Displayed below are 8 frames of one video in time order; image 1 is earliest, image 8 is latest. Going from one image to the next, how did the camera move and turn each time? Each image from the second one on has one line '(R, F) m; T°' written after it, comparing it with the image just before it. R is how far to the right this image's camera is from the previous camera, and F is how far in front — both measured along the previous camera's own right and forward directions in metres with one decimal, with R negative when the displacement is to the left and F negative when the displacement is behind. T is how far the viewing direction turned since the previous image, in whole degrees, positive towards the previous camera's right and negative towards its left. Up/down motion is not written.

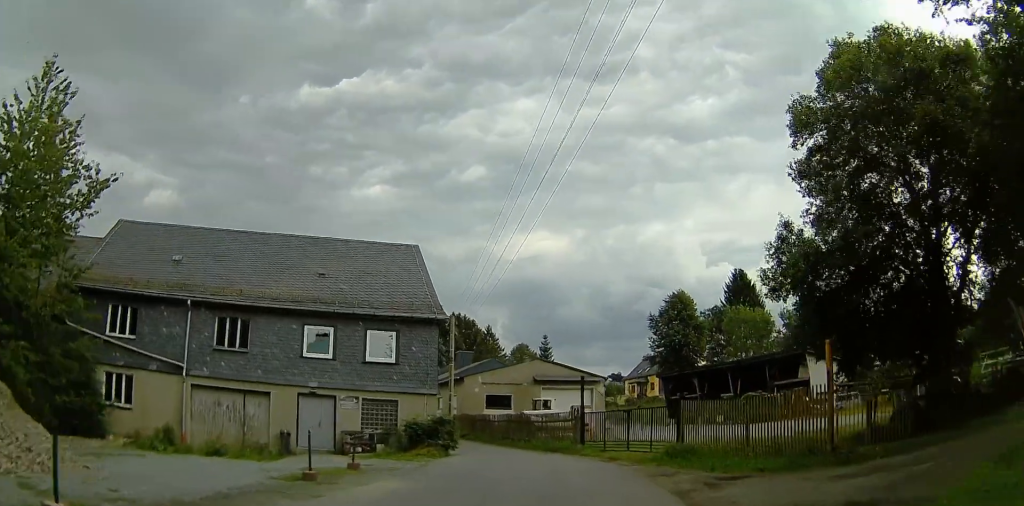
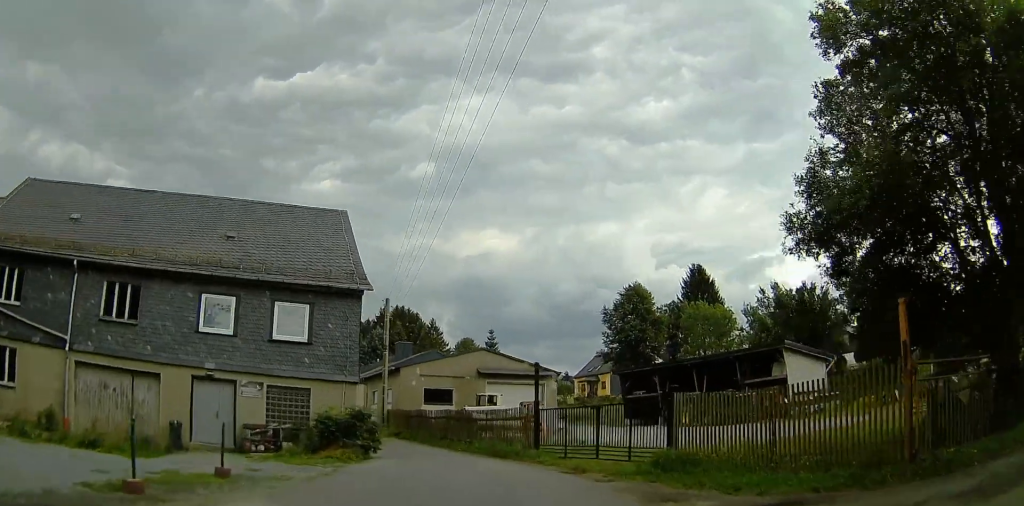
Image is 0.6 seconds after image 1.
(+0.9, +4.3) m; +9°
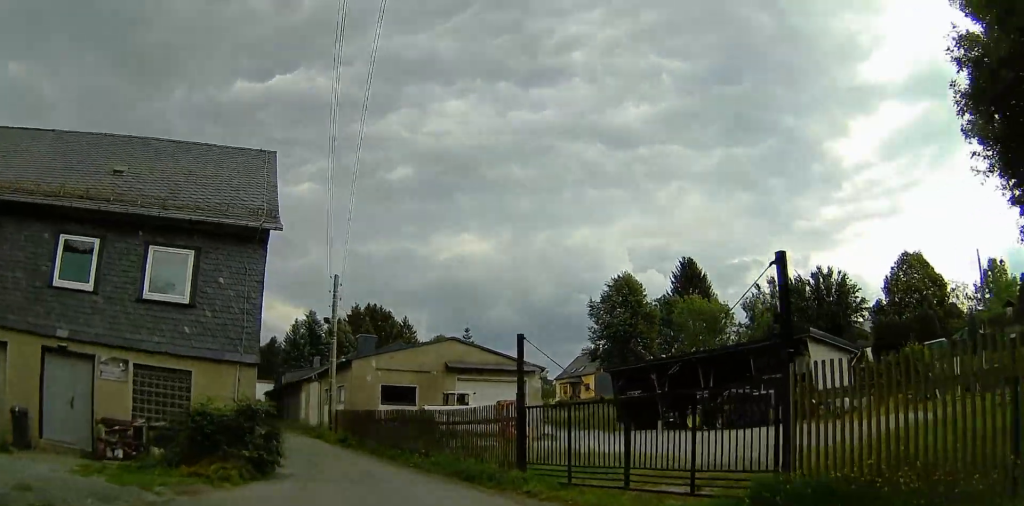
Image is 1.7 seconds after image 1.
(+0.5, +7.0) m; -6°
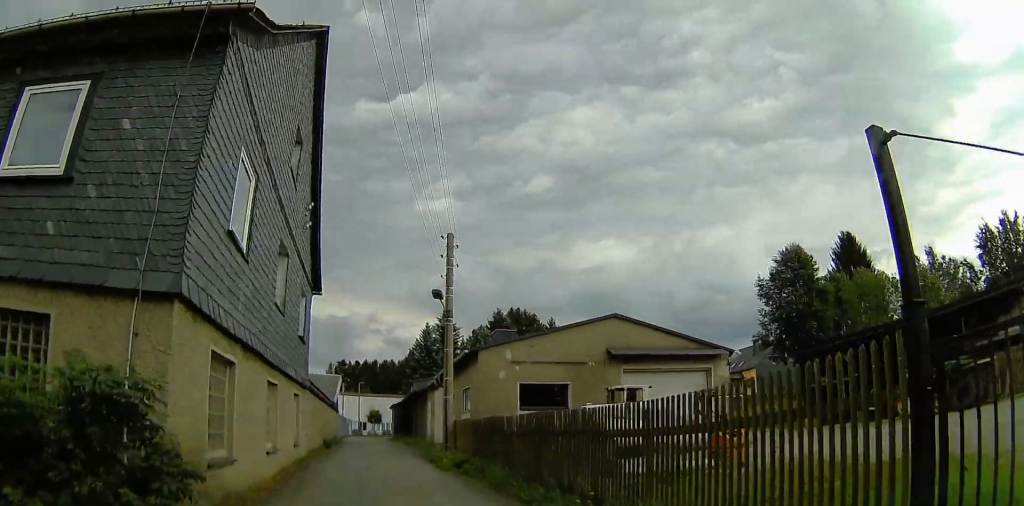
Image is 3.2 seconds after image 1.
(-2.3, +9.7) m; -22°
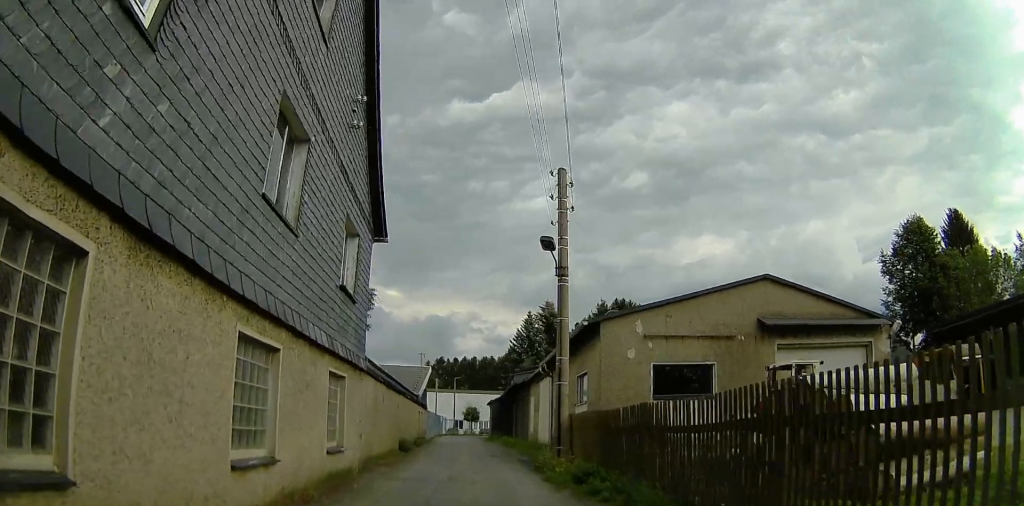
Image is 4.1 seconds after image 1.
(-0.3, +5.6) m; -8°
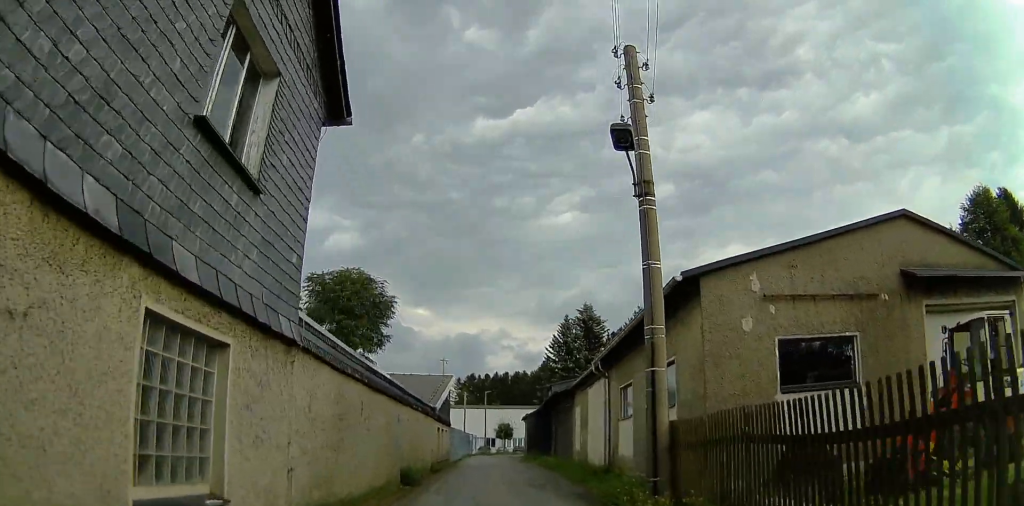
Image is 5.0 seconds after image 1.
(-0.7, +6.6) m; +3°
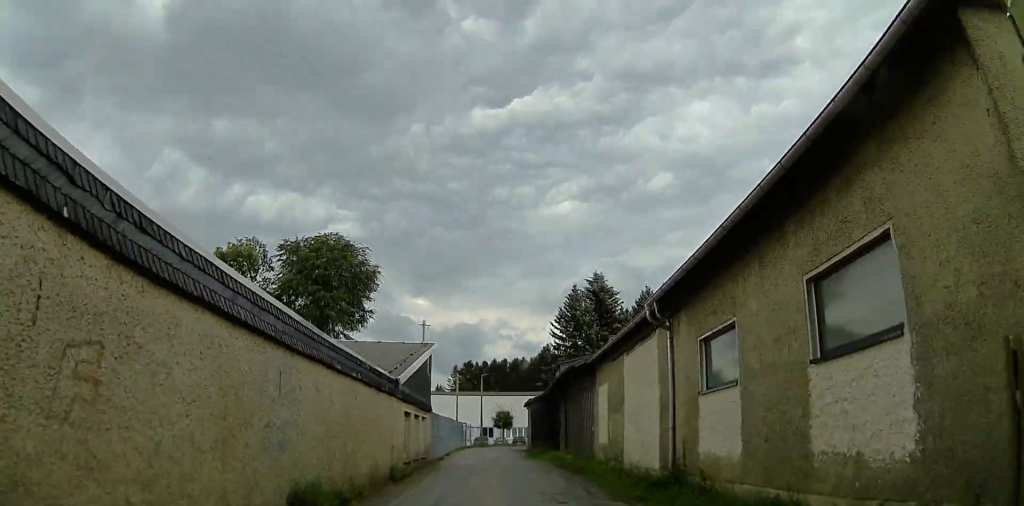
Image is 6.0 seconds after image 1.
(+1.2, +8.1) m; +9°
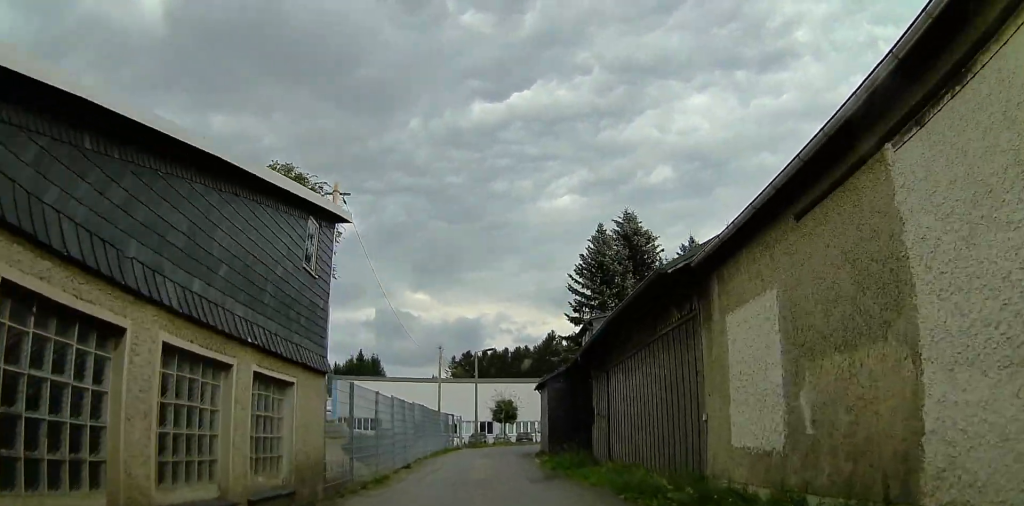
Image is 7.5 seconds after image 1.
(-0.8, +14.1) m; -7°
